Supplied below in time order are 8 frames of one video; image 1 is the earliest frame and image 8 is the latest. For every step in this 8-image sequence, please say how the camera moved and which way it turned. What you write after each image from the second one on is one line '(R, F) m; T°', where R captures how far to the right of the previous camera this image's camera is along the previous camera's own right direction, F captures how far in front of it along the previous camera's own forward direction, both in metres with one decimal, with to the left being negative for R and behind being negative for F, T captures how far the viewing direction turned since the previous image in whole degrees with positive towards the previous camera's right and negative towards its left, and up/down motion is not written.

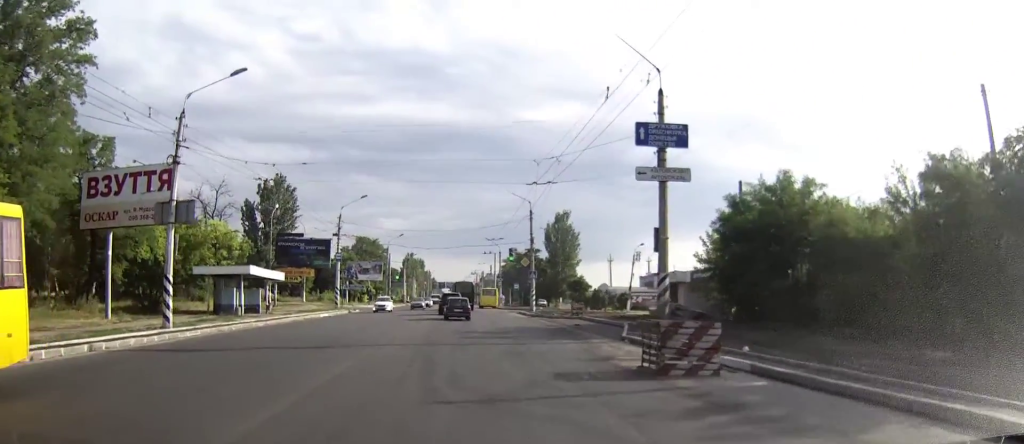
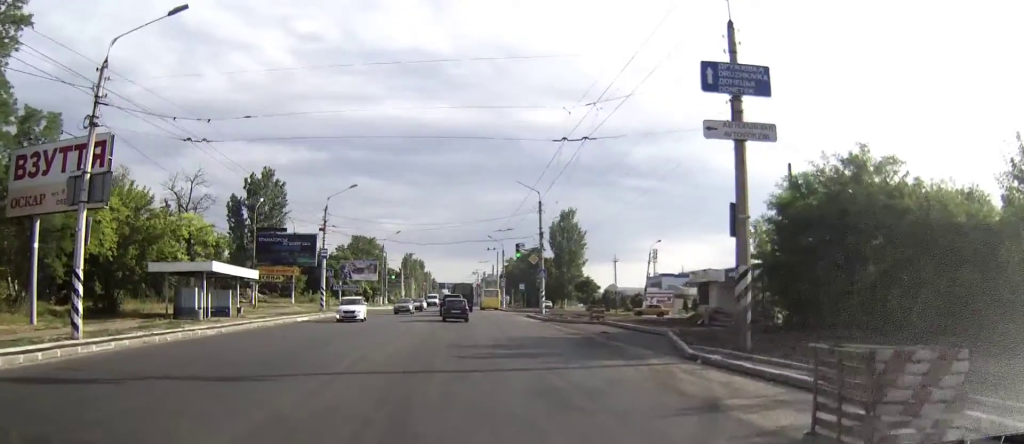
(0.0, +7.5) m; +2°
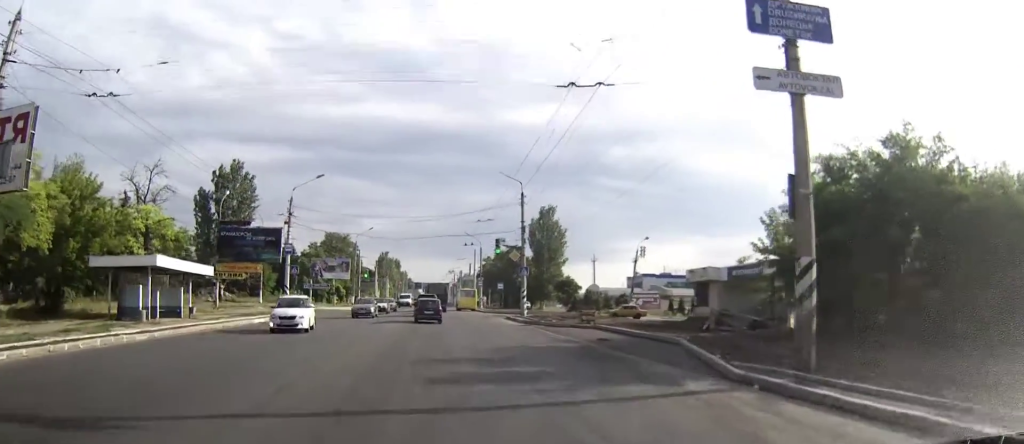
(+0.1, +5.6) m; +1°
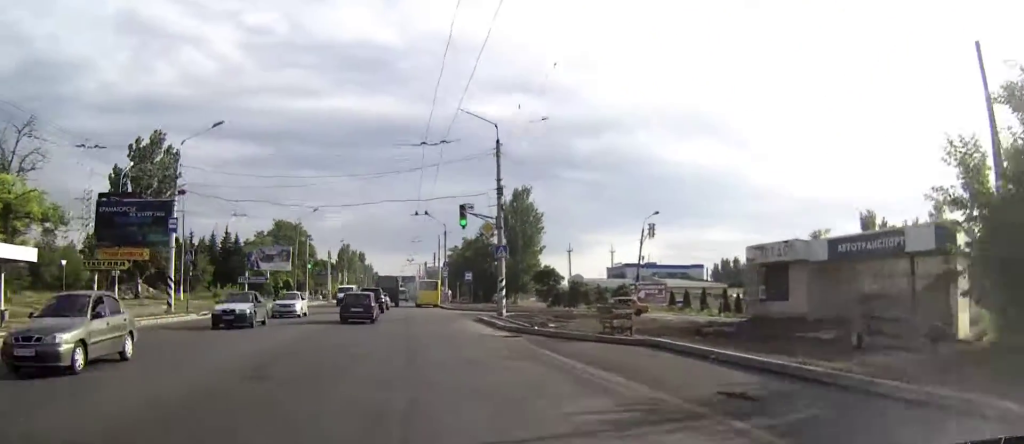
(-0.1, +17.1) m; -1°
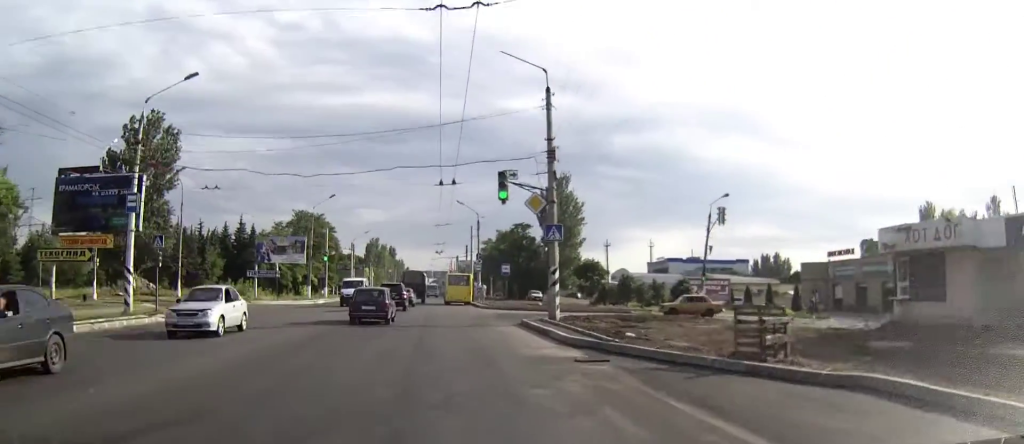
(0.0, +8.7) m; -1°
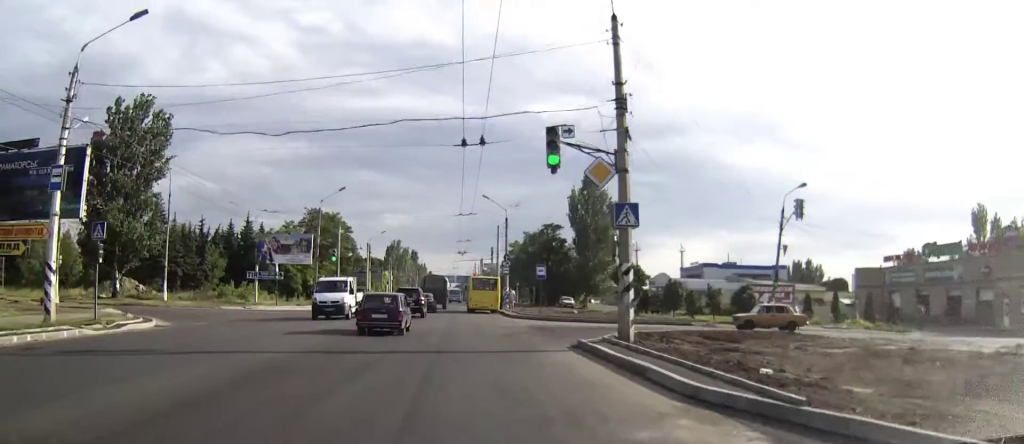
(-0.2, +9.0) m; -2°
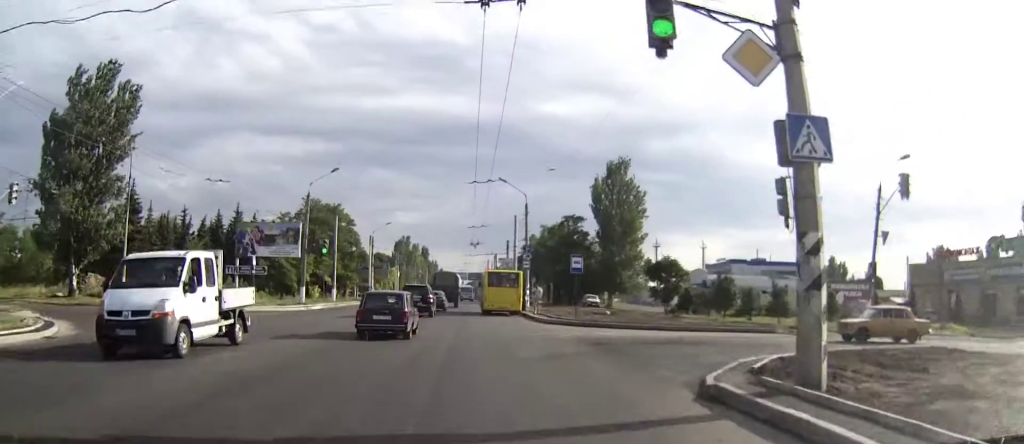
(-0.2, +9.9) m; -1°
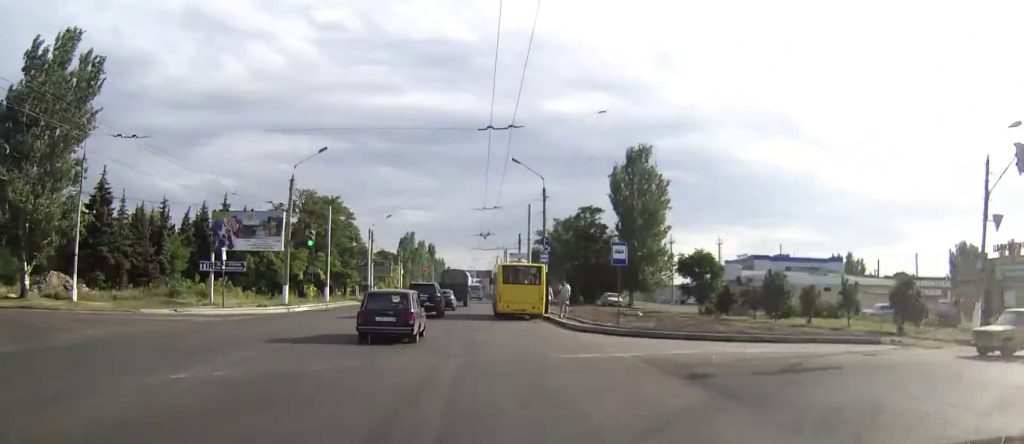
(0.0, +7.7) m; 0°
